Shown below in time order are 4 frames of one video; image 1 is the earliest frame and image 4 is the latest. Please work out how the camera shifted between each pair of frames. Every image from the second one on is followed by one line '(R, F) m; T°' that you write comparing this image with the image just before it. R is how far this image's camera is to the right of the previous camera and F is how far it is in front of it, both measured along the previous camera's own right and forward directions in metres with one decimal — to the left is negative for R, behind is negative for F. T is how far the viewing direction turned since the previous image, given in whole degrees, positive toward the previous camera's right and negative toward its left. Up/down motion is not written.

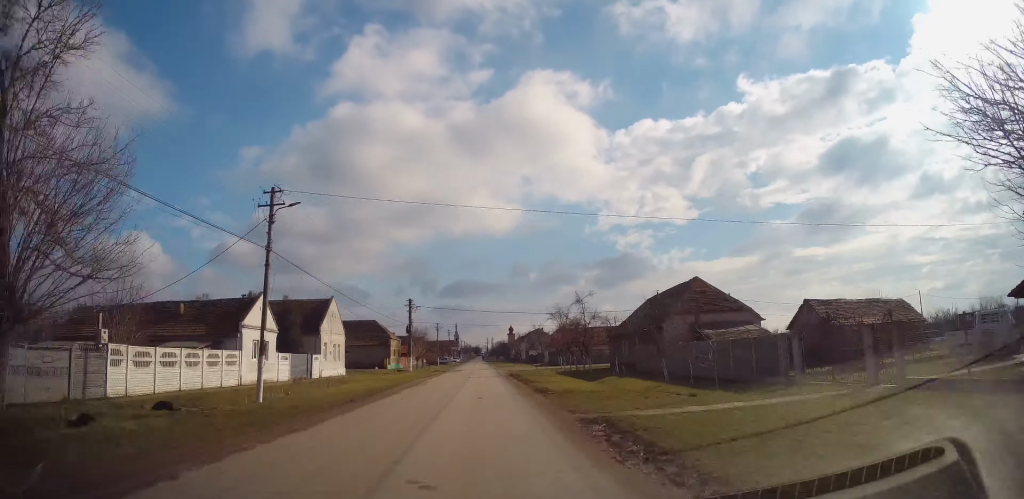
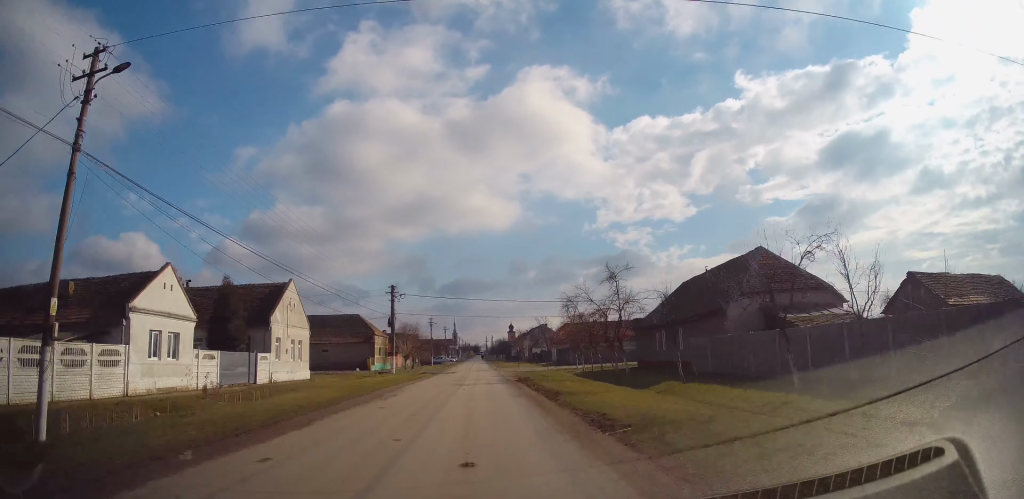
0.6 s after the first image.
(0.0, +10.5) m; 0°
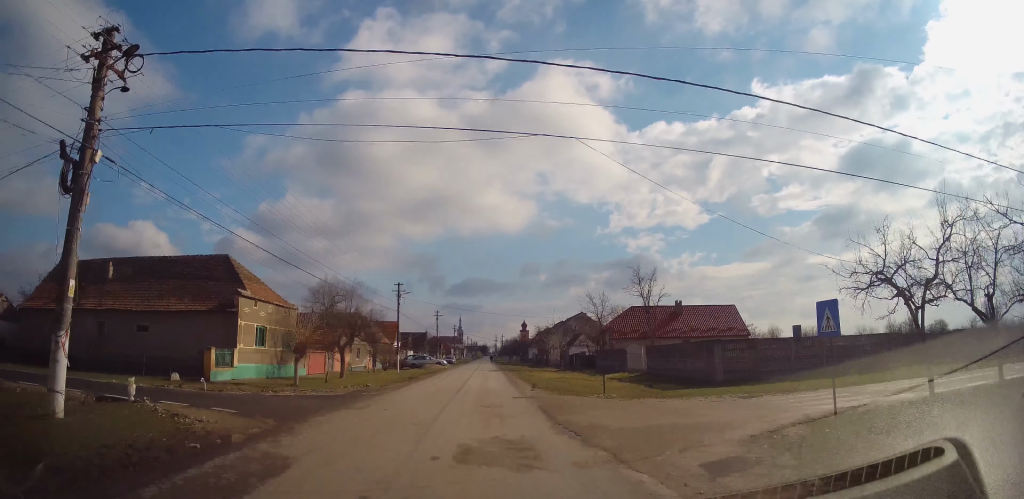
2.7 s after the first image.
(-0.1, +39.3) m; -1°
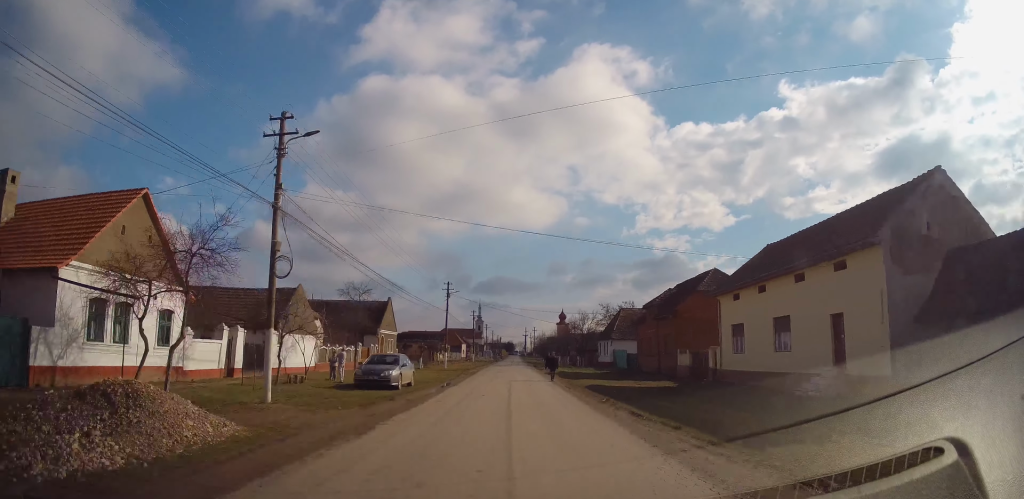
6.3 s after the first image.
(-0.7, +67.1) m; -2°
